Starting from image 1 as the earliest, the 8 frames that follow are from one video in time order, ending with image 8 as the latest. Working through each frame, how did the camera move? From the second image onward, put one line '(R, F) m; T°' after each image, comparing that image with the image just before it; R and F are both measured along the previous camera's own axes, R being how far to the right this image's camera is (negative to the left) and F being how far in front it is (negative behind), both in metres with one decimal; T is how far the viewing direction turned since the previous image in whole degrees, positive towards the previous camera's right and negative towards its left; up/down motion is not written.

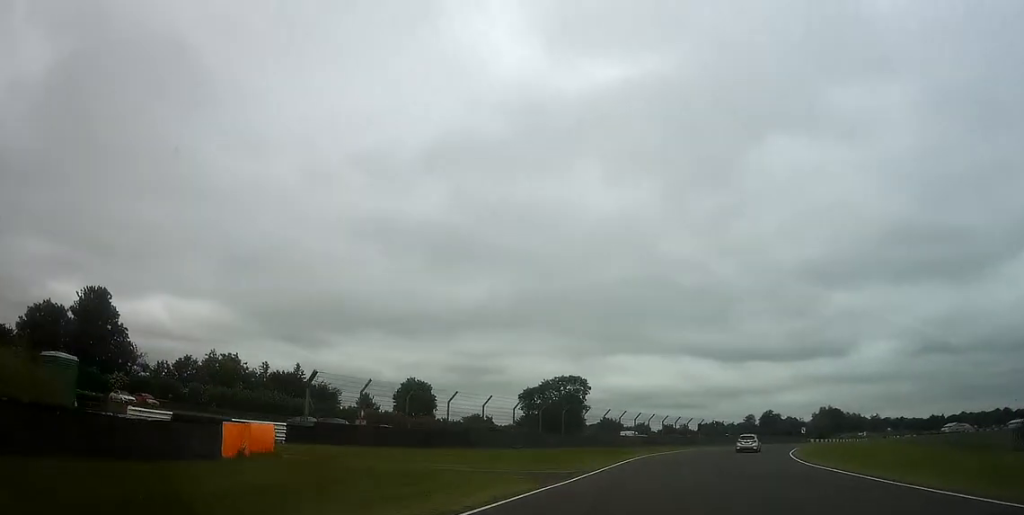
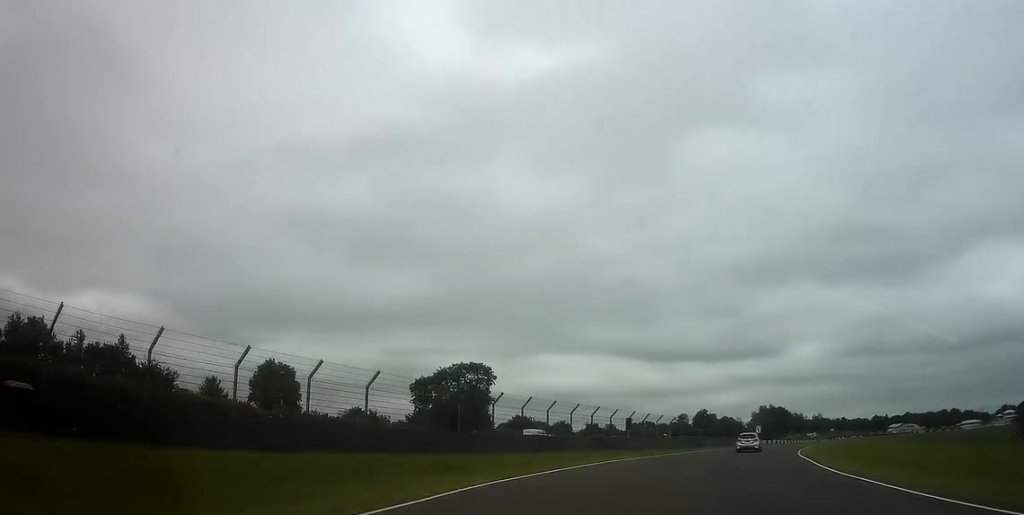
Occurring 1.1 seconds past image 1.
(+1.6, +26.5) m; +6°
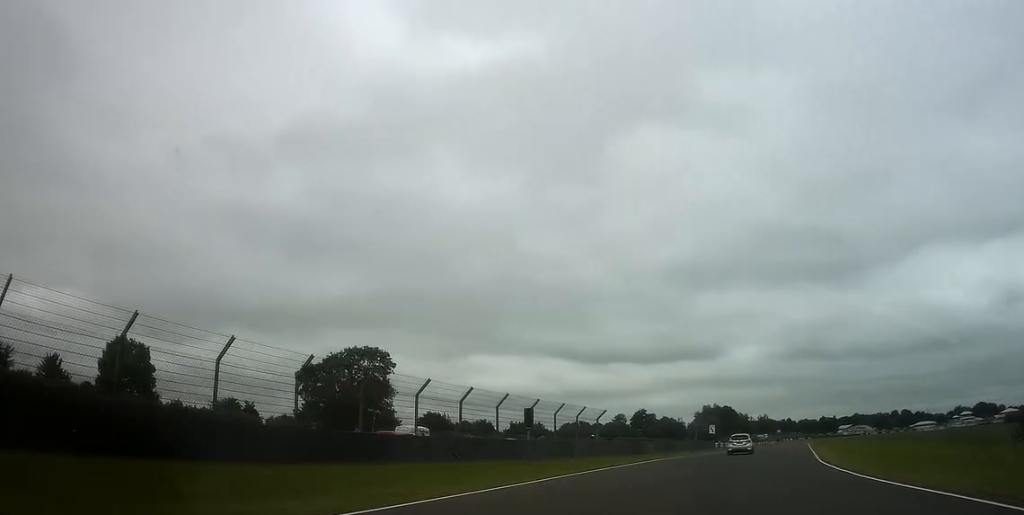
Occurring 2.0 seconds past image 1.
(+0.7, +22.0) m; +4°
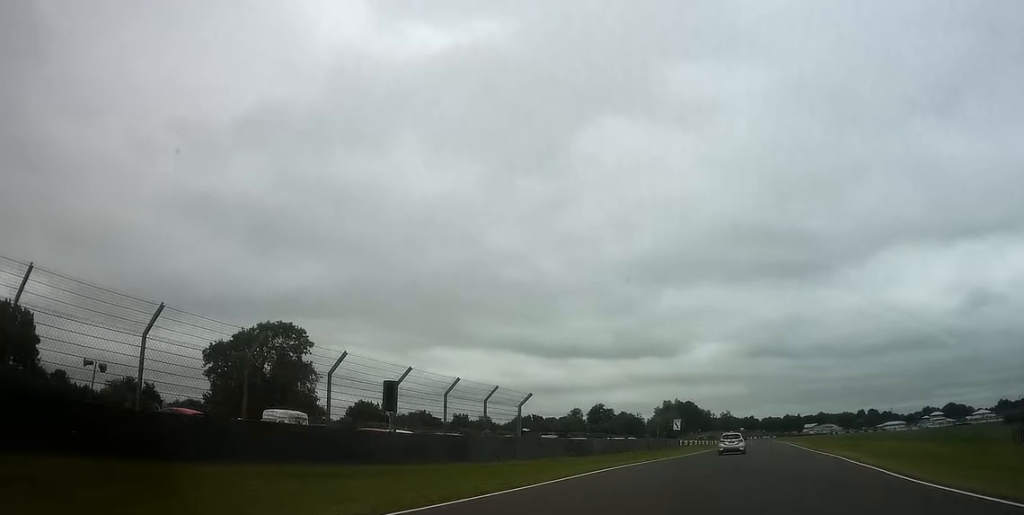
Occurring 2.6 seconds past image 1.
(+0.4, +15.2) m; +3°
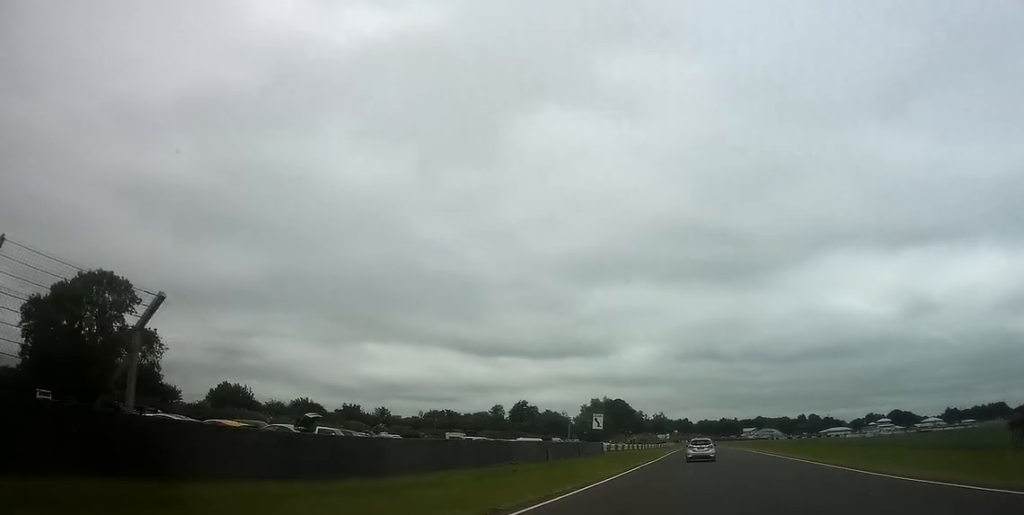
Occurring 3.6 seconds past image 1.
(+0.6, +25.4) m; +2°
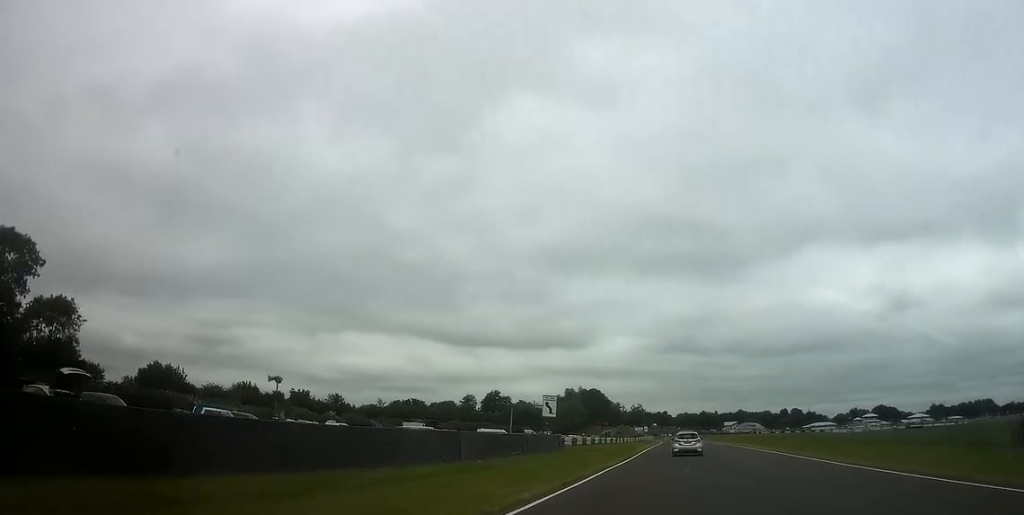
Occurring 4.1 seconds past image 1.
(+0.2, +12.9) m; +1°
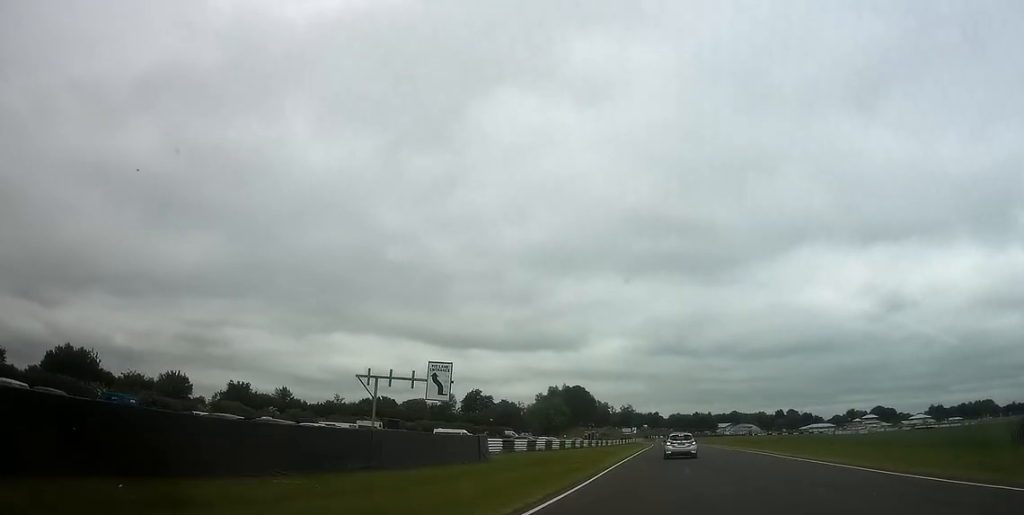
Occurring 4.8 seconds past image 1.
(+0.2, +18.5) m; +2°
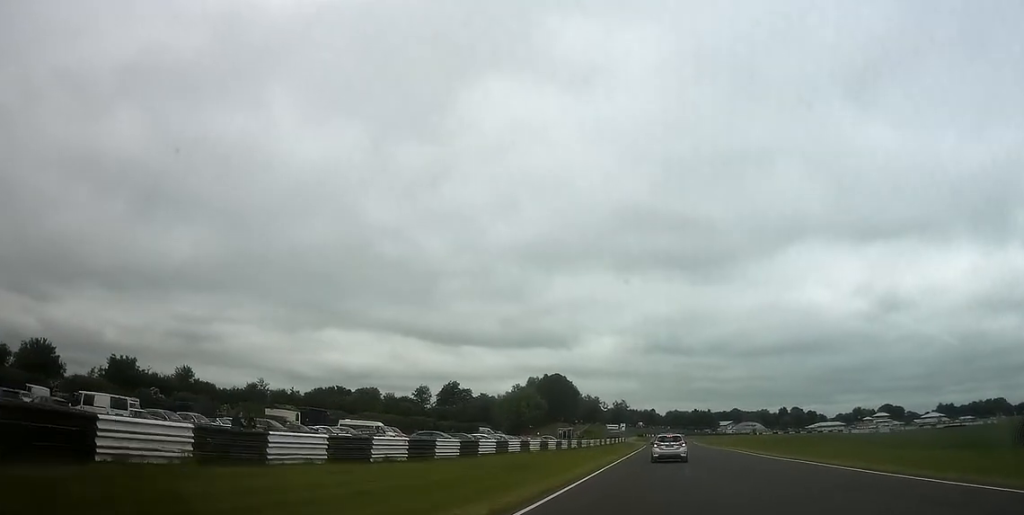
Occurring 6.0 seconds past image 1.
(+0.7, +27.2) m; +2°
